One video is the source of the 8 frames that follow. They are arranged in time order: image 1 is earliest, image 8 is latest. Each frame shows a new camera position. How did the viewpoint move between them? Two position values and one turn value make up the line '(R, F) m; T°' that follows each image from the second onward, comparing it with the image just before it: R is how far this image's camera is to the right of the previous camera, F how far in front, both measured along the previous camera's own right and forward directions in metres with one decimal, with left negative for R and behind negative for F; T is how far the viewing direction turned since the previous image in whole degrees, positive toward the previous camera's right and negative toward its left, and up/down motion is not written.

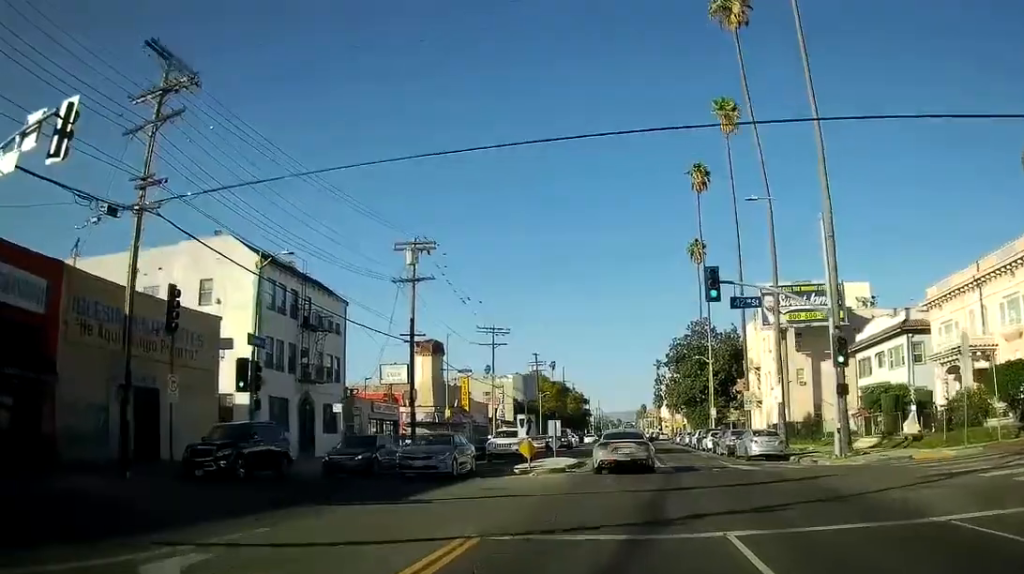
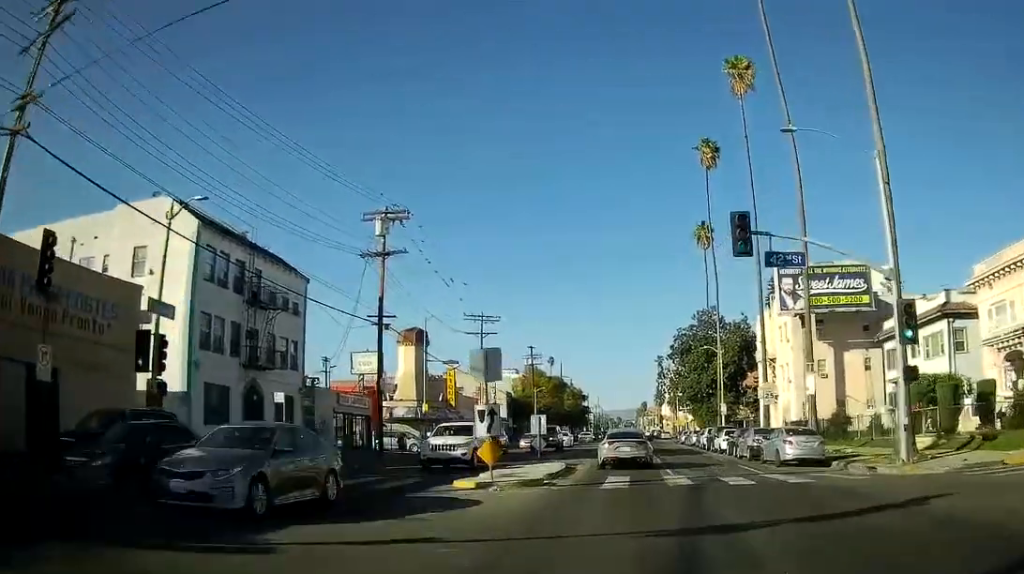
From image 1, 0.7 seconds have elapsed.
(0.0, +6.8) m; 0°
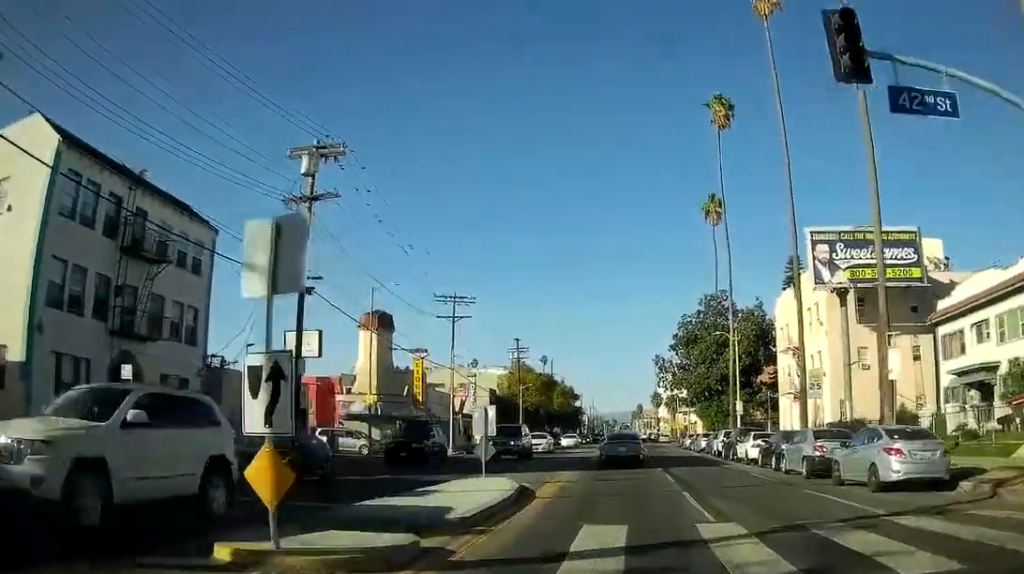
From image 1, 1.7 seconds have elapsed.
(0.0, +11.0) m; 0°
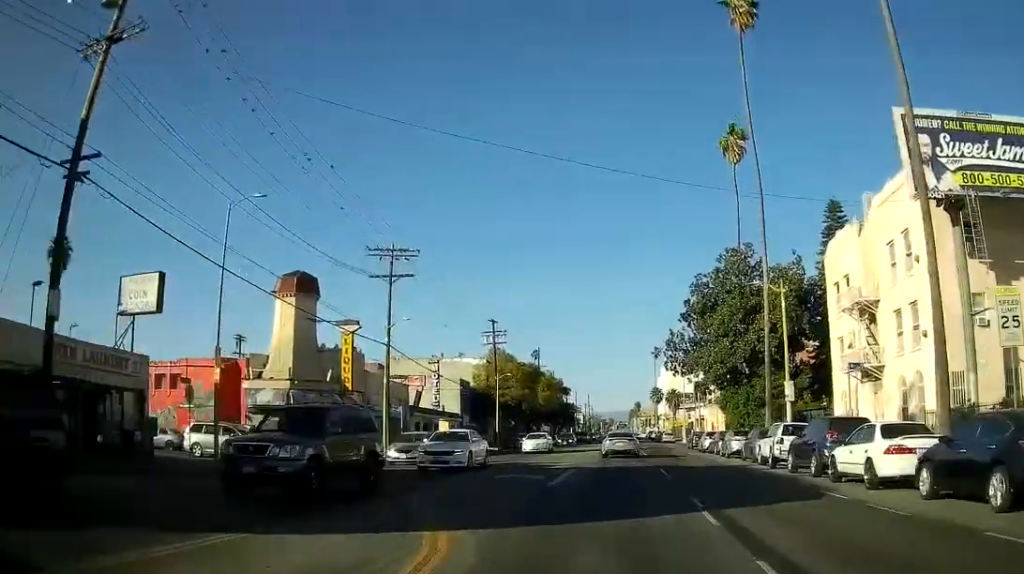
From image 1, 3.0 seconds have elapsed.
(0.0, +16.3) m; 0°
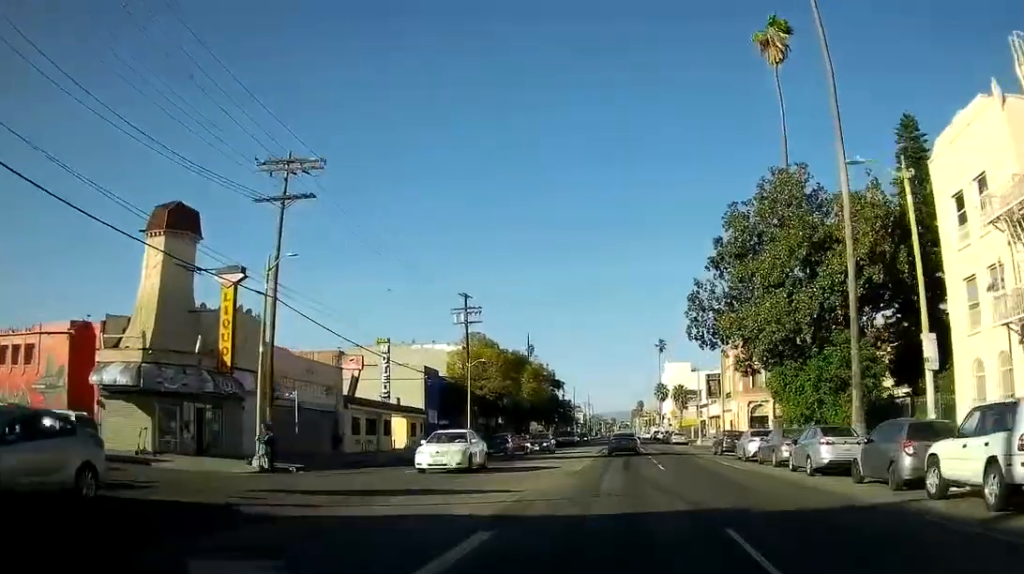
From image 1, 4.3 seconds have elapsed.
(0.0, +15.9) m; 0°
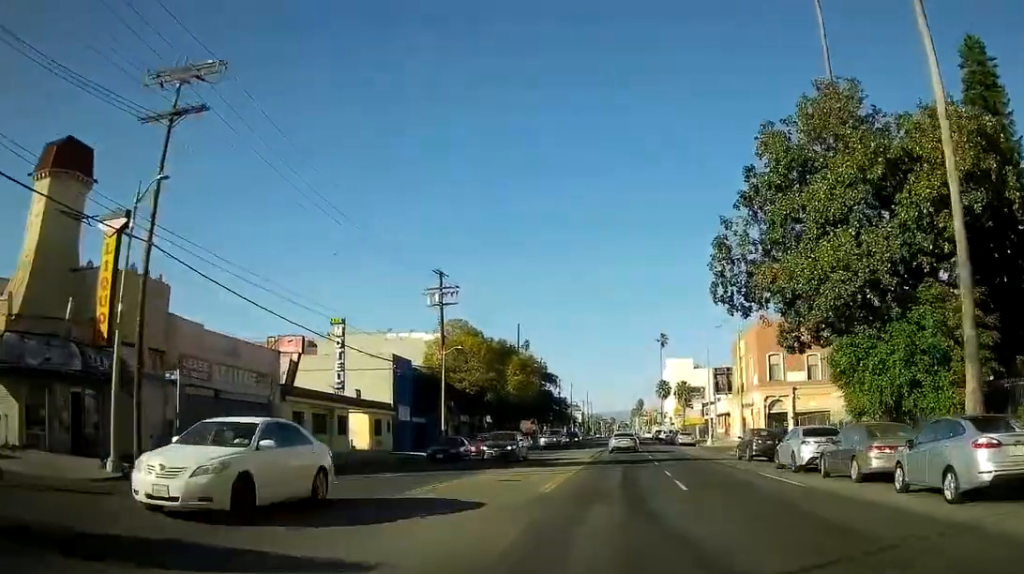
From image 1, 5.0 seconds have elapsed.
(0.0, +9.6) m; -1°
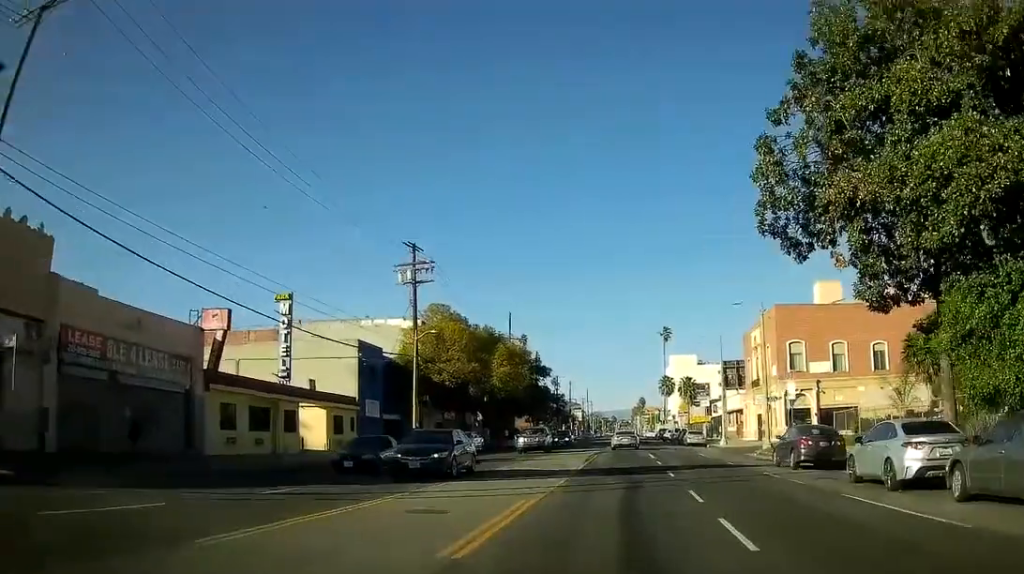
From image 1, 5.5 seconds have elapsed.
(+0.2, +8.0) m; -2°
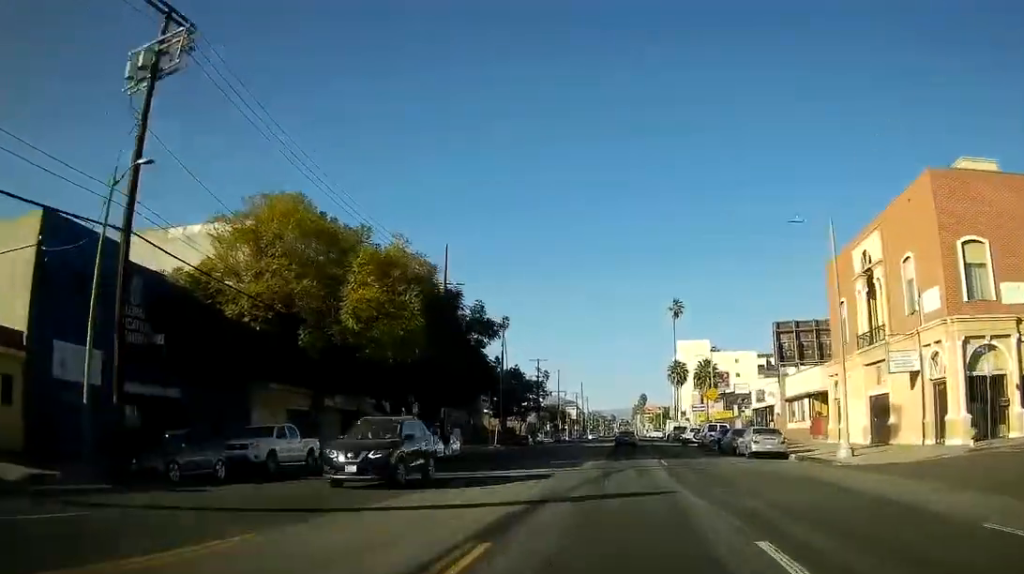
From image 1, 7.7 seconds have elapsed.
(+0.1, +32.8) m; +3°
